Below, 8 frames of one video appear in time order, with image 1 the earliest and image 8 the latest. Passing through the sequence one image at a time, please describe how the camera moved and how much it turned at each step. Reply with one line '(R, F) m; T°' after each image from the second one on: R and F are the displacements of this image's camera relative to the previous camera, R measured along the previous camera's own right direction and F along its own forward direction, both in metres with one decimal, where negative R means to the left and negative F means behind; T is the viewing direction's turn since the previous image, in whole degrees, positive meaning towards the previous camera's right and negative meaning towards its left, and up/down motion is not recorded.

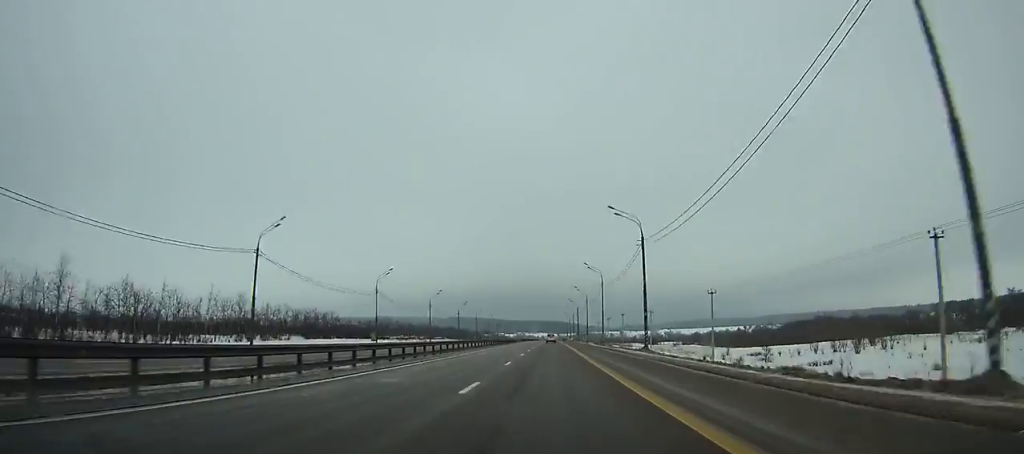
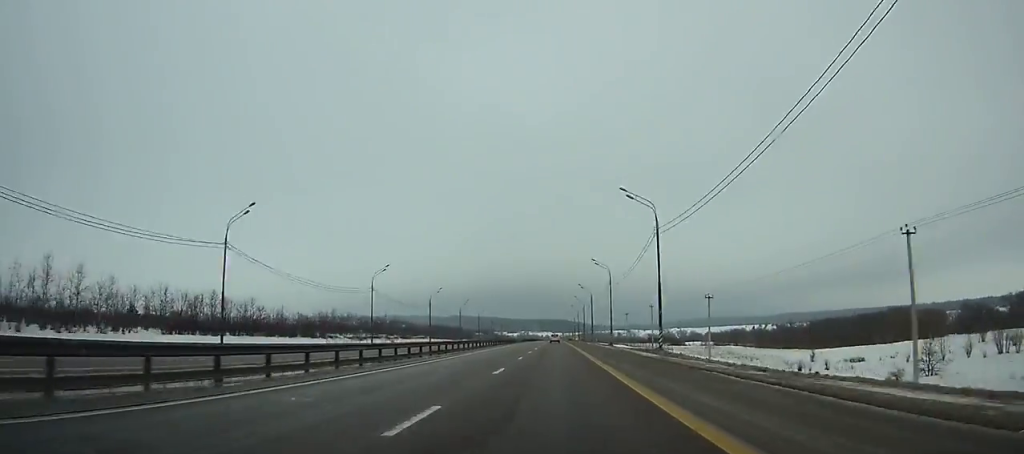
(+0.1, +40.1) m; 0°
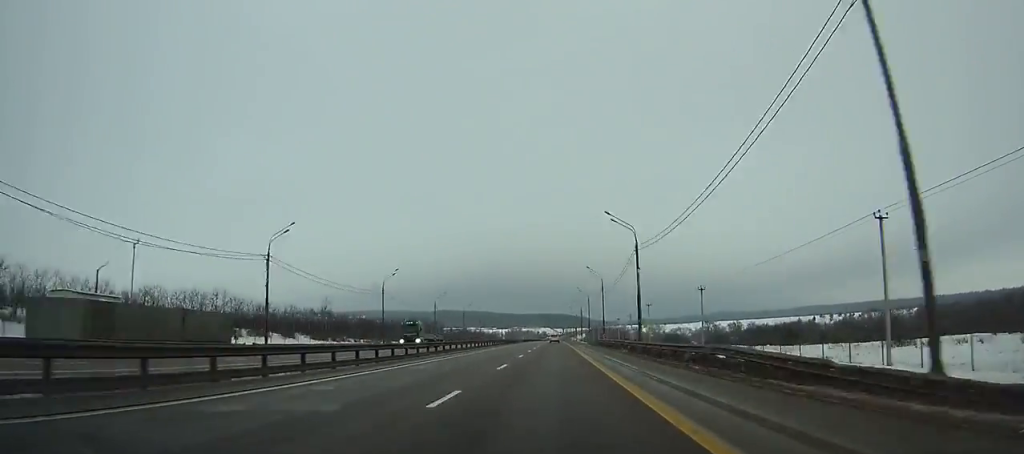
(-0.4, +172.1) m; 0°
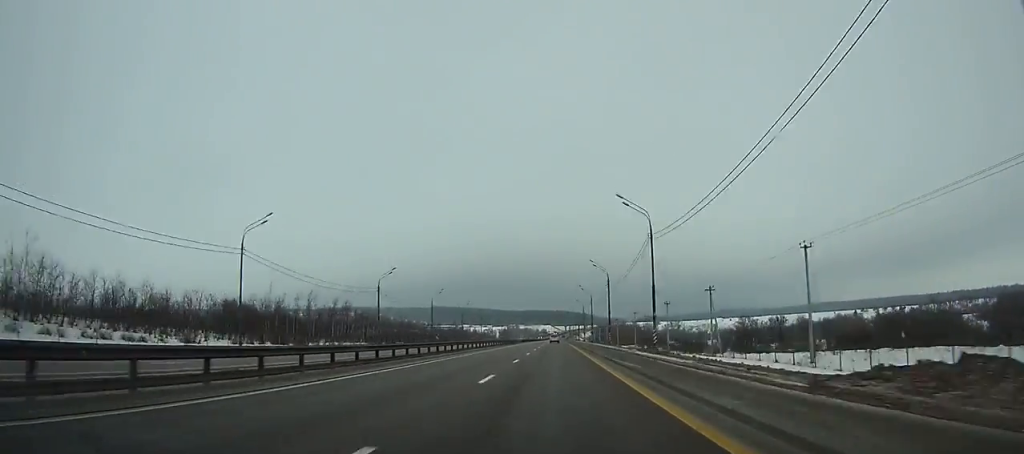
(-0.1, +76.3) m; 0°
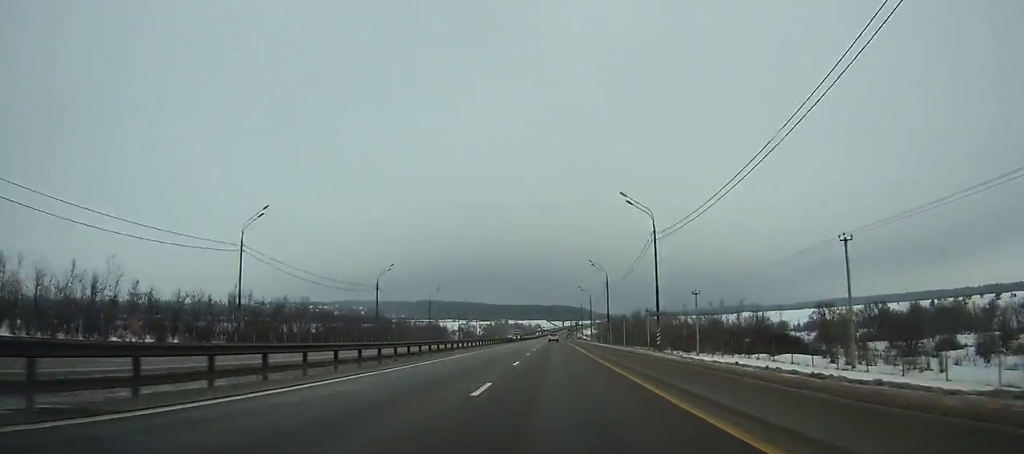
(+0.3, +107.6) m; 0°
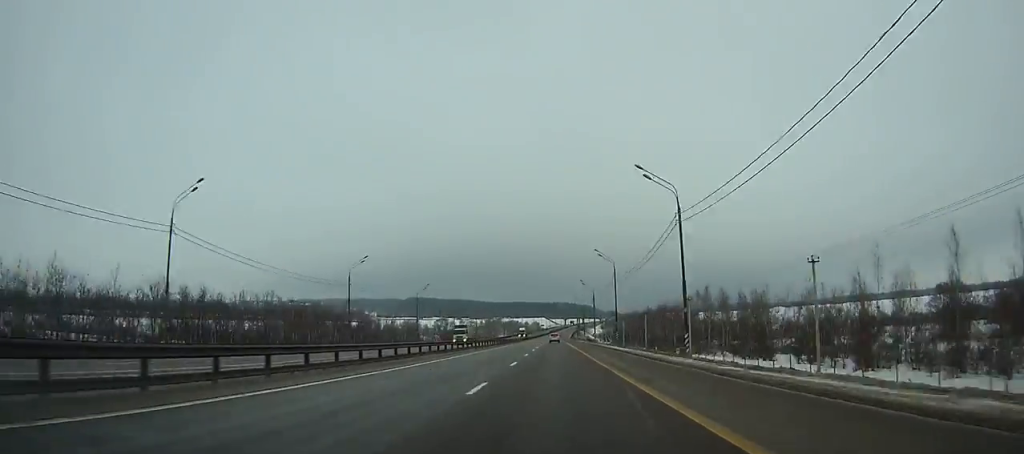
(+0.4, +80.2) m; 0°
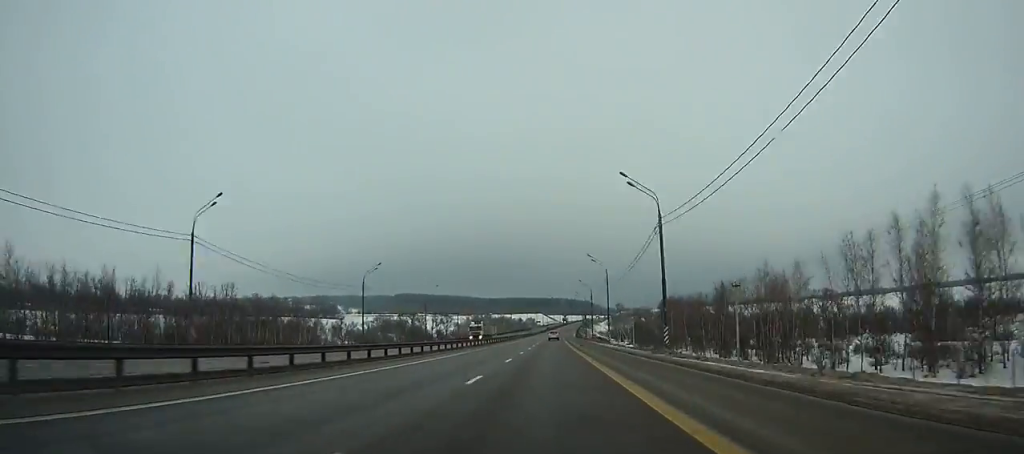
(+0.2, +66.2) m; 0°
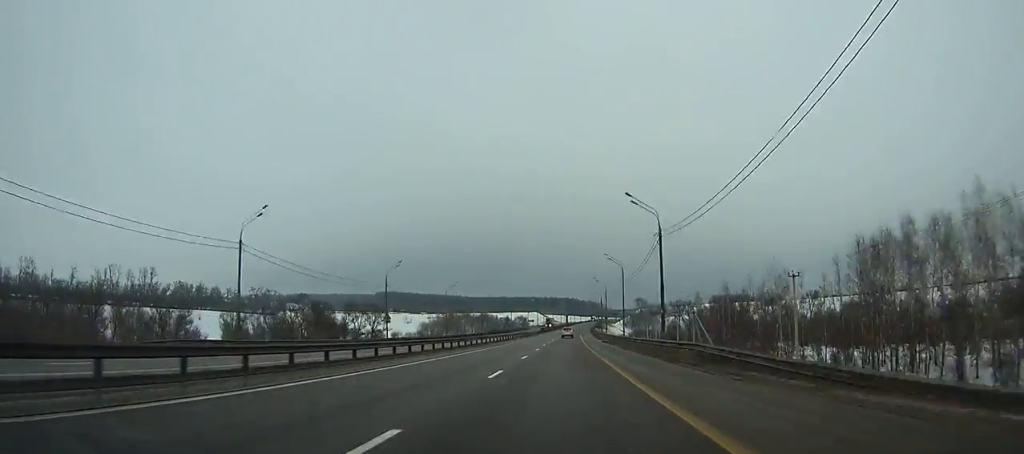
(0.0, +100.2) m; +1°
